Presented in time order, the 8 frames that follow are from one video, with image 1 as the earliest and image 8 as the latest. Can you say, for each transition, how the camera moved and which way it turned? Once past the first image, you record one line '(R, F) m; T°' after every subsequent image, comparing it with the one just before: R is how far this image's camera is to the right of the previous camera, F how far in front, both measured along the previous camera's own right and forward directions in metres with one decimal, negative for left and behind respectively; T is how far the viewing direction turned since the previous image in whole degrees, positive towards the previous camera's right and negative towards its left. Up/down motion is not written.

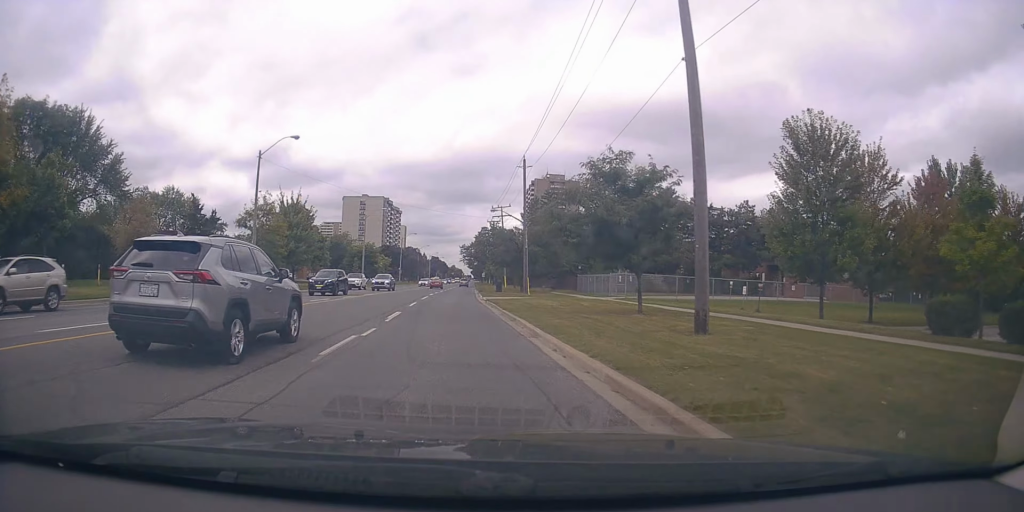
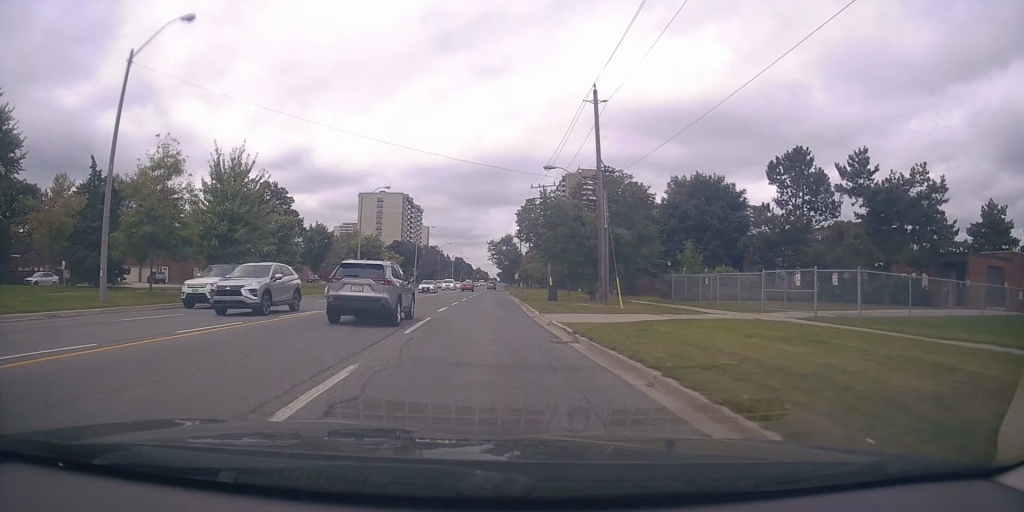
(-0.4, +21.6) m; -2°
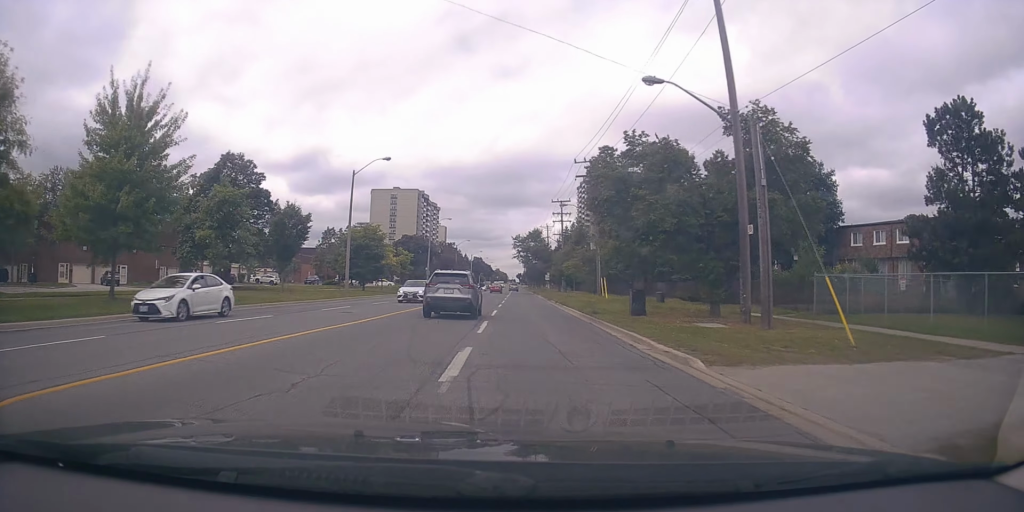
(+0.6, +15.6) m; 0°
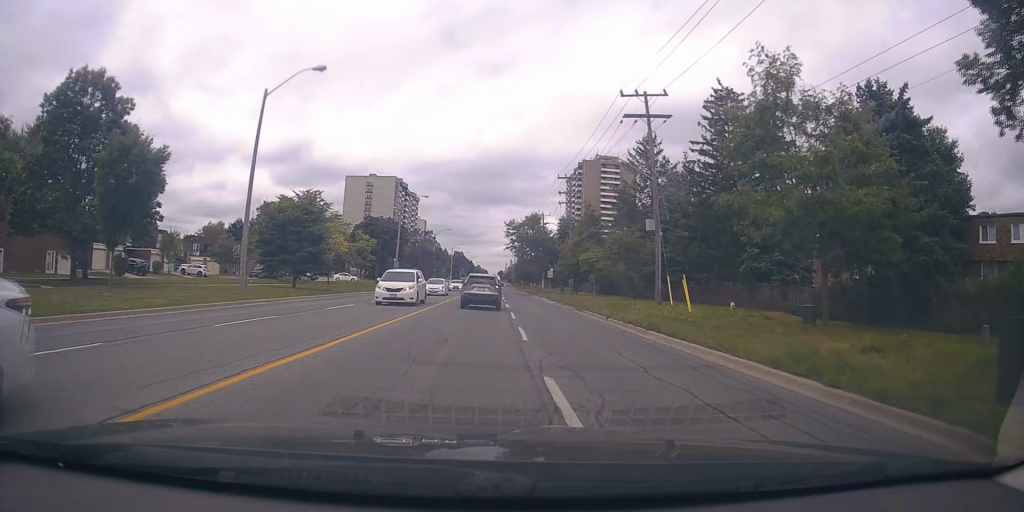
(-0.9, +20.1) m; -2°
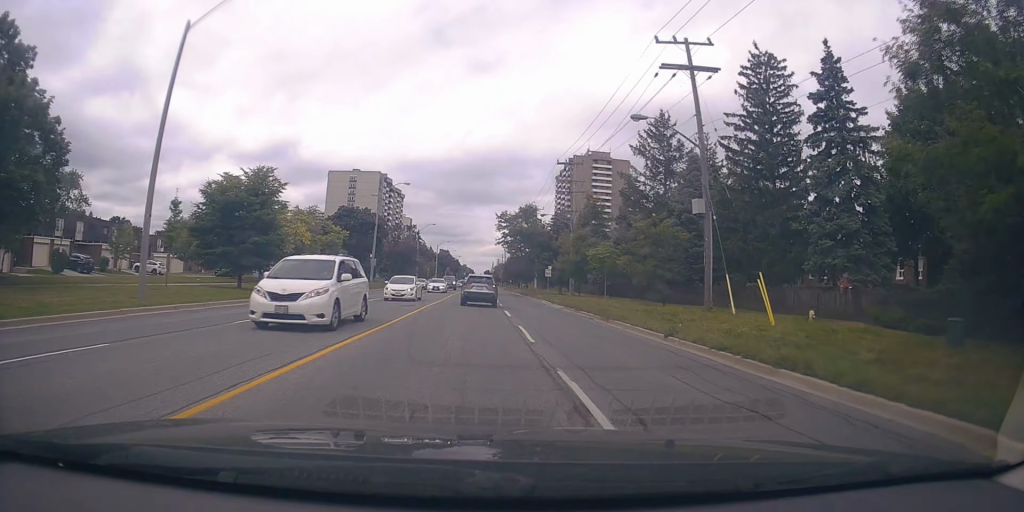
(+0.1, +8.6) m; +1°
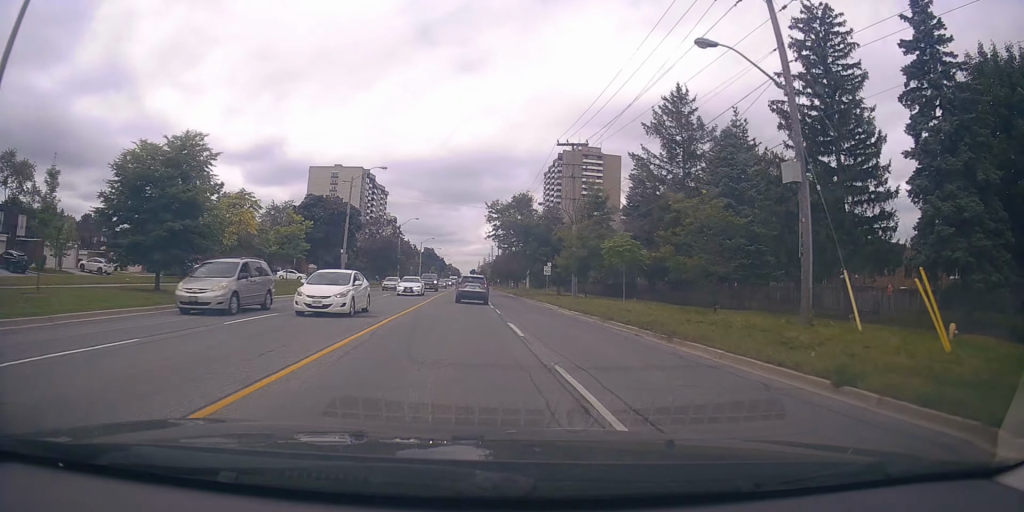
(0.0, +8.7) m; +1°
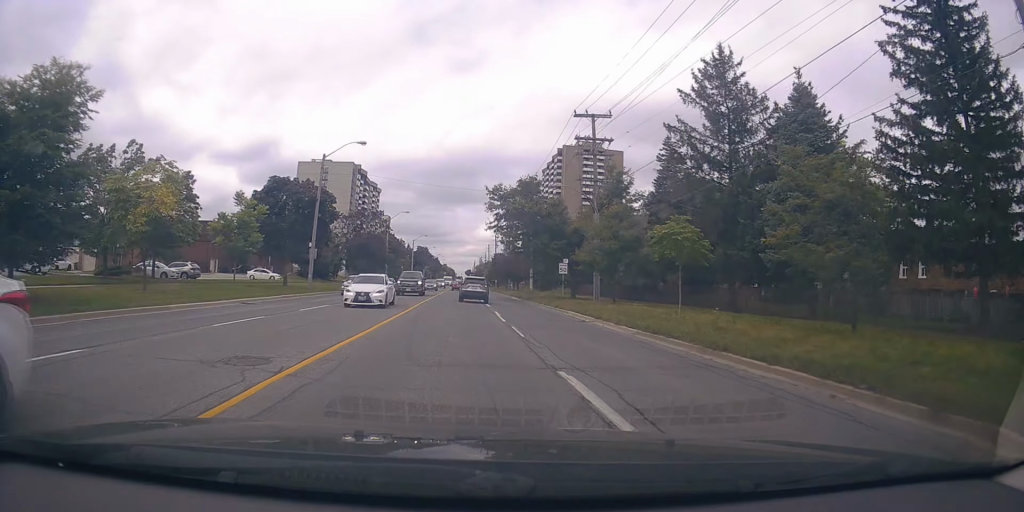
(+0.1, +10.1) m; +1°
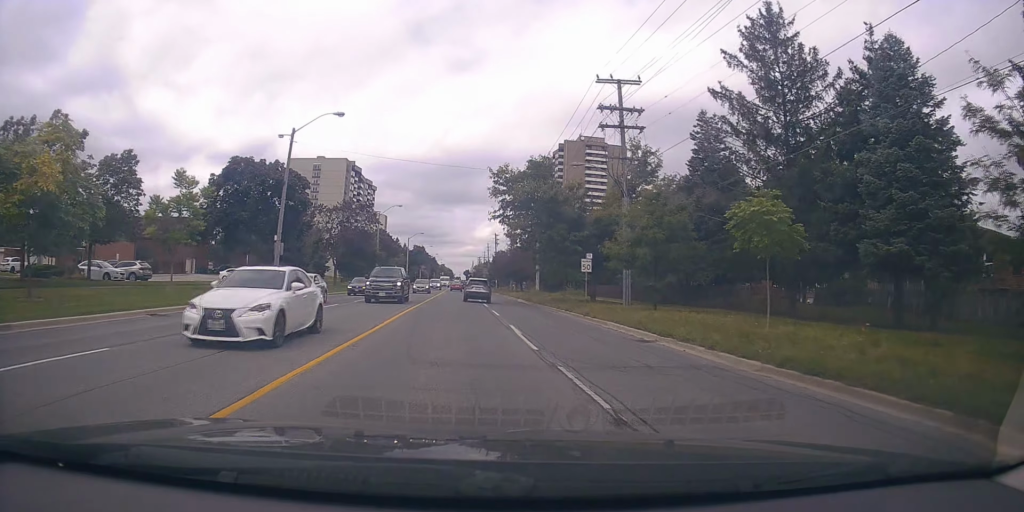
(+0.2, +8.2) m; +1°
